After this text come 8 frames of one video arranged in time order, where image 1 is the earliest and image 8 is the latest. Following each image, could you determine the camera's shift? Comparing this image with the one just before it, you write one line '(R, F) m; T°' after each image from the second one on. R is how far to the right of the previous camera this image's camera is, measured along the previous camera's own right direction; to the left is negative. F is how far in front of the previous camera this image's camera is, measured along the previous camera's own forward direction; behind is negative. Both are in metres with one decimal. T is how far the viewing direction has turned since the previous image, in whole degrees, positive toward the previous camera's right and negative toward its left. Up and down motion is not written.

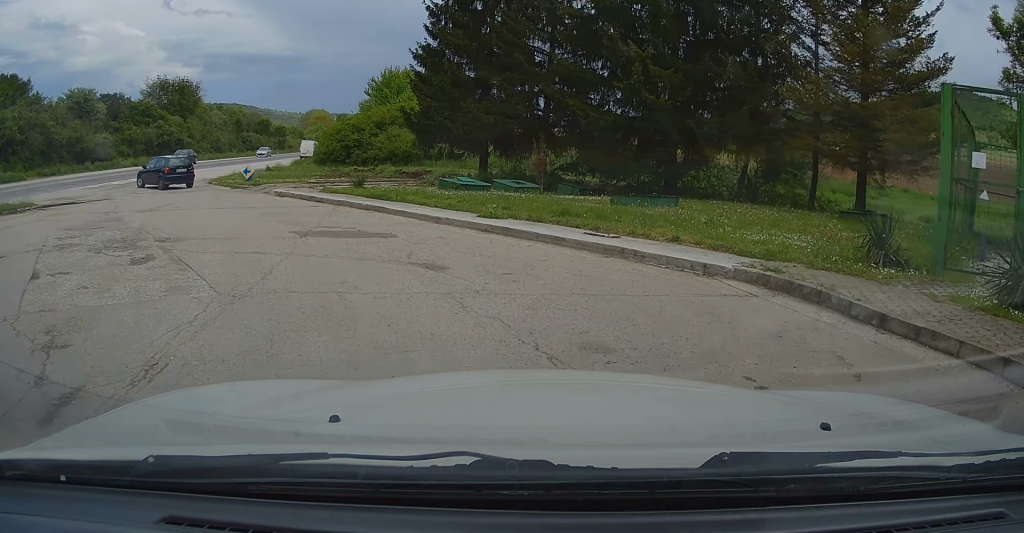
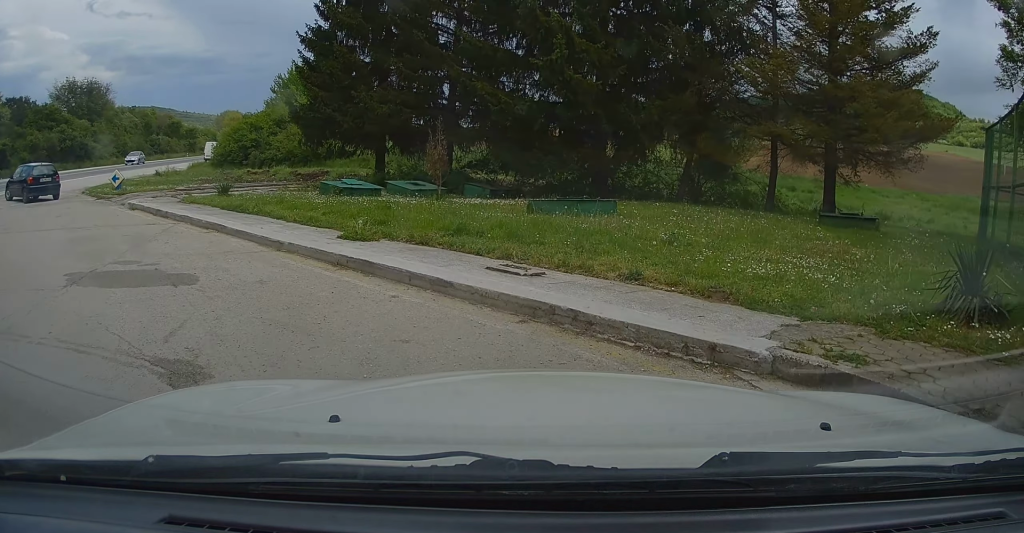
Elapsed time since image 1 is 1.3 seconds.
(+0.5, +3.6) m; +5°
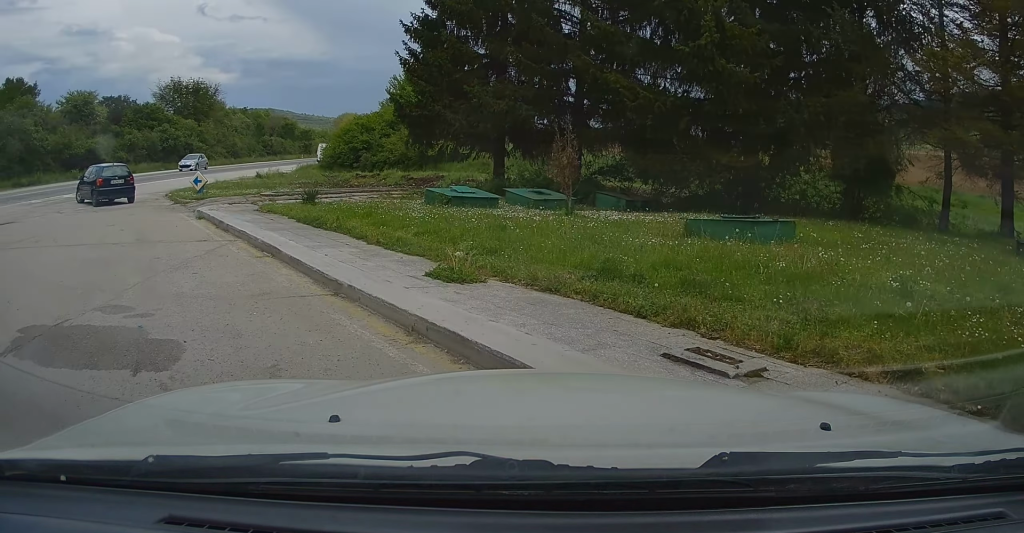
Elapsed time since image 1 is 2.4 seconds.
(-0.2, +2.6) m; -18°
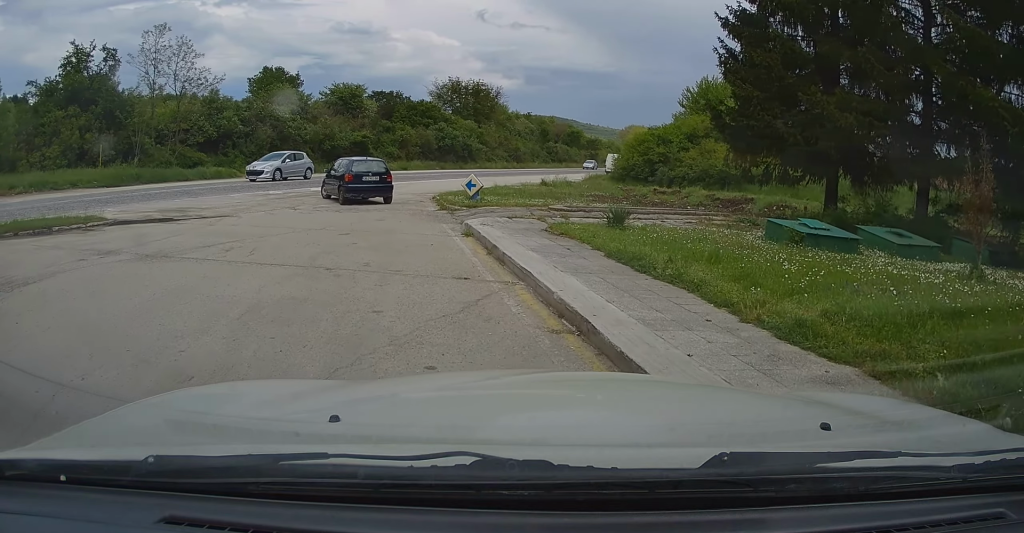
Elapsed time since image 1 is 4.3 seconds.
(-1.1, +3.7) m; -21°
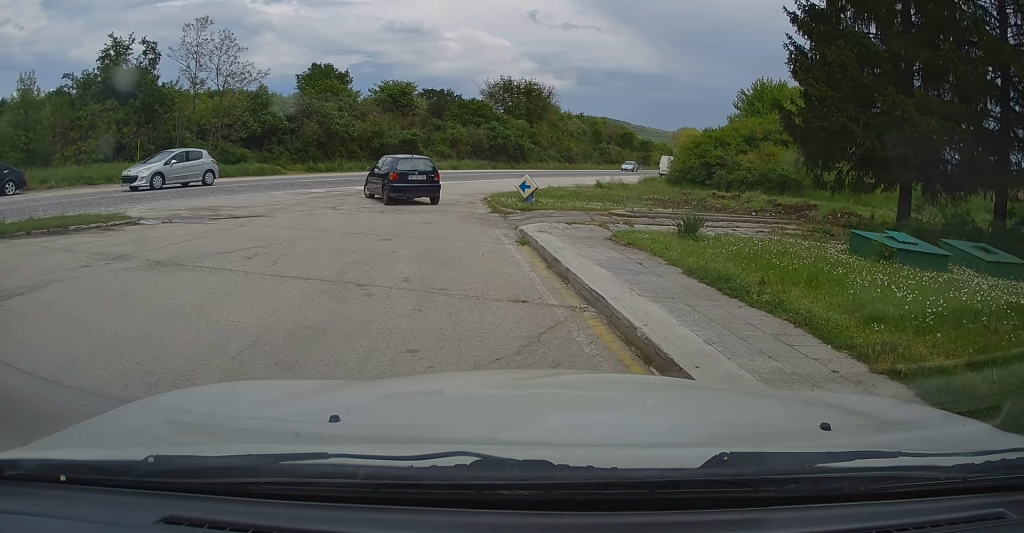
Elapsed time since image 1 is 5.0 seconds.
(+0.1, +1.3) m; -4°
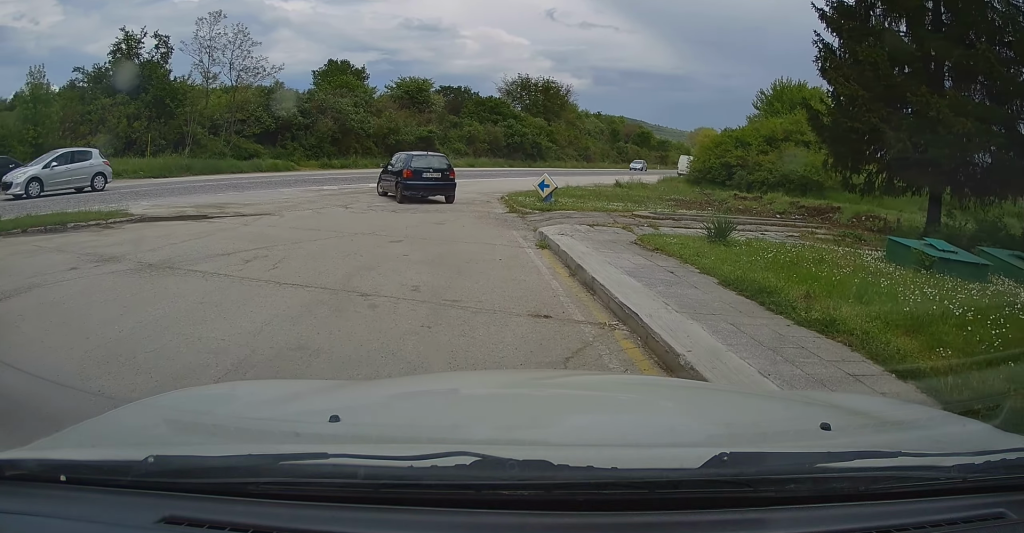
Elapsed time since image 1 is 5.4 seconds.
(-0.1, +0.6) m; -1°
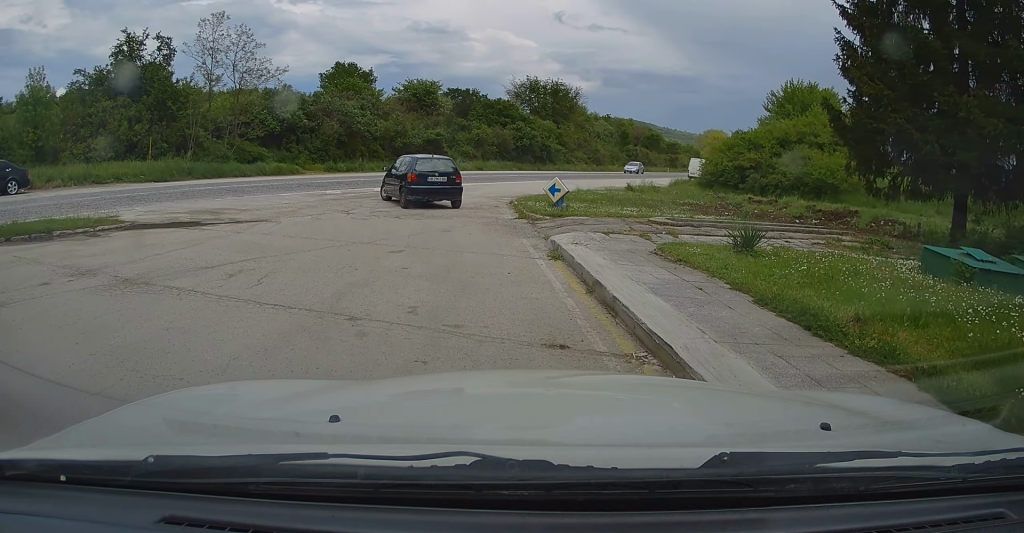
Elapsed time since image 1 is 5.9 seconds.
(-0.2, +0.8) m; 0°
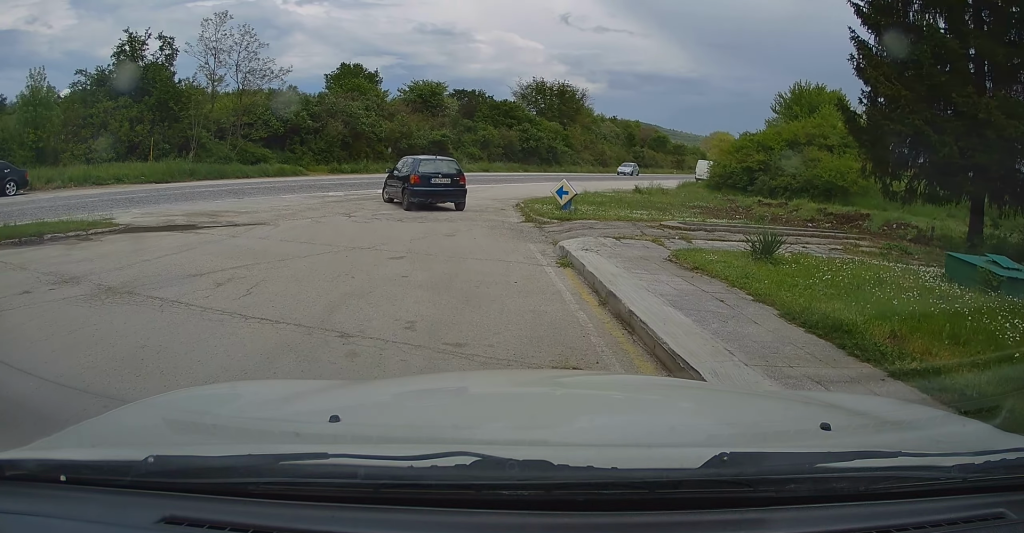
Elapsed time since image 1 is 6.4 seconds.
(0.0, +0.4) m; 0°
